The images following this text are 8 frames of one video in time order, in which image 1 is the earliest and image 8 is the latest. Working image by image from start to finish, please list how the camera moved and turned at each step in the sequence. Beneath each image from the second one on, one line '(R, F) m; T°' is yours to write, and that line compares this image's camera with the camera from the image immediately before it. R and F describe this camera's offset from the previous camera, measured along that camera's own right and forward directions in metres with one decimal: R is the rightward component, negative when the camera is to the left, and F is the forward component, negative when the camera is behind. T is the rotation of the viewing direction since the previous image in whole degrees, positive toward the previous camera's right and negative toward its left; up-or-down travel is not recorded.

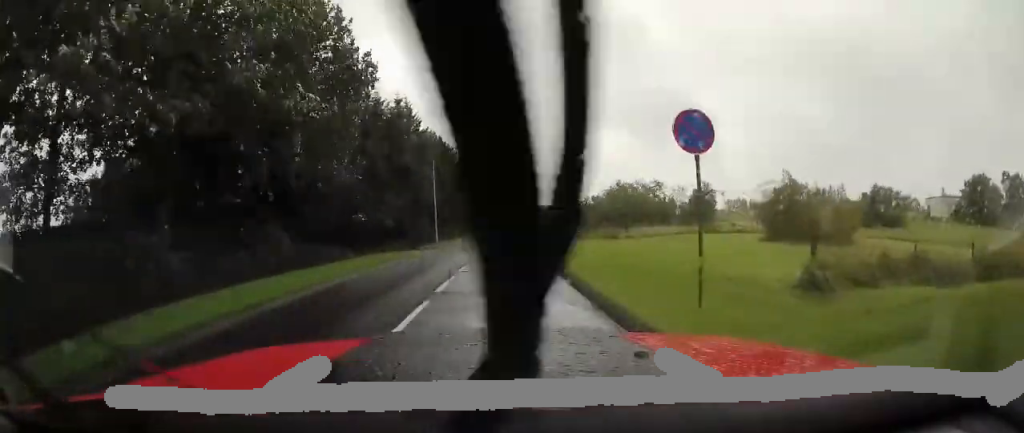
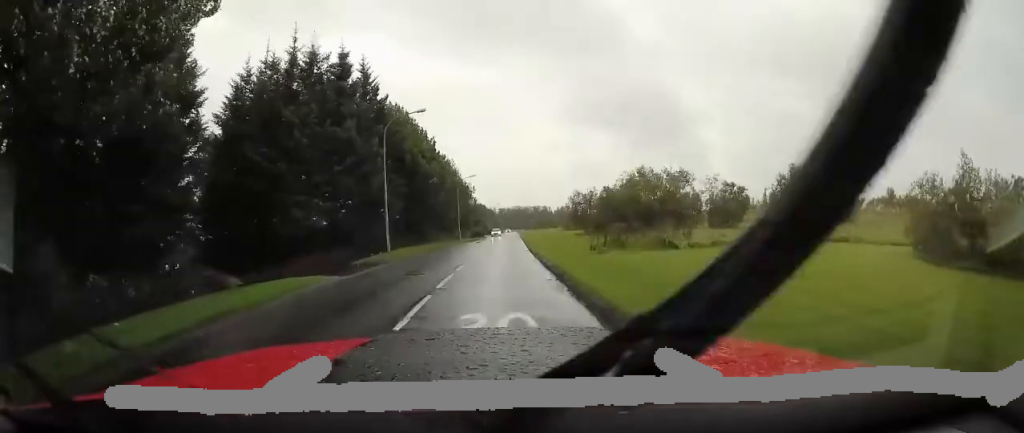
(+0.2, +11.0) m; +1°
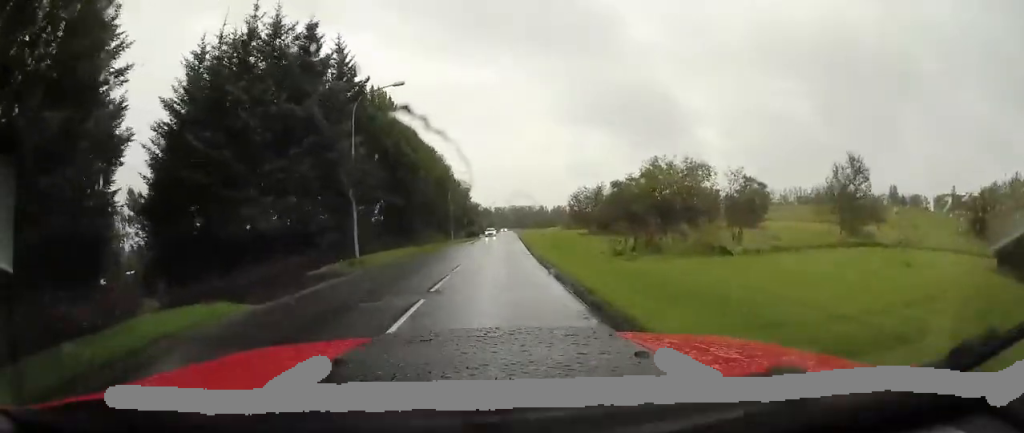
(0.0, +4.4) m; 0°
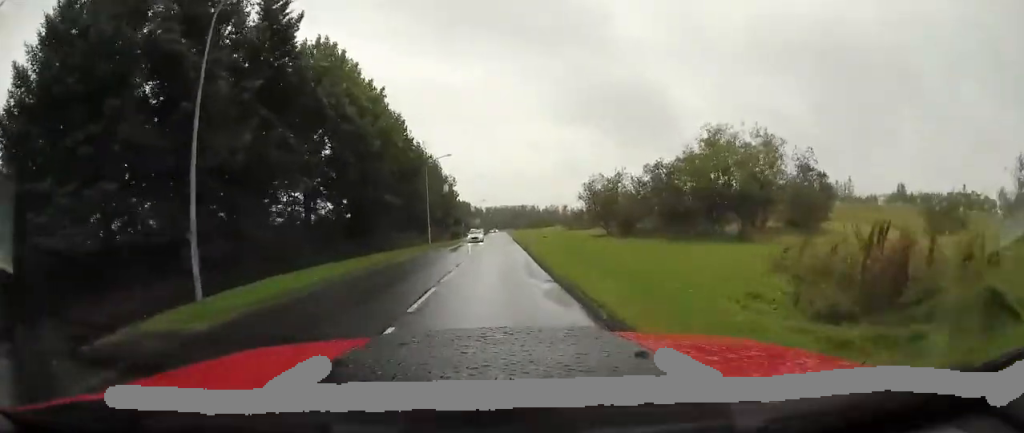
(0.0, +9.8) m; +1°
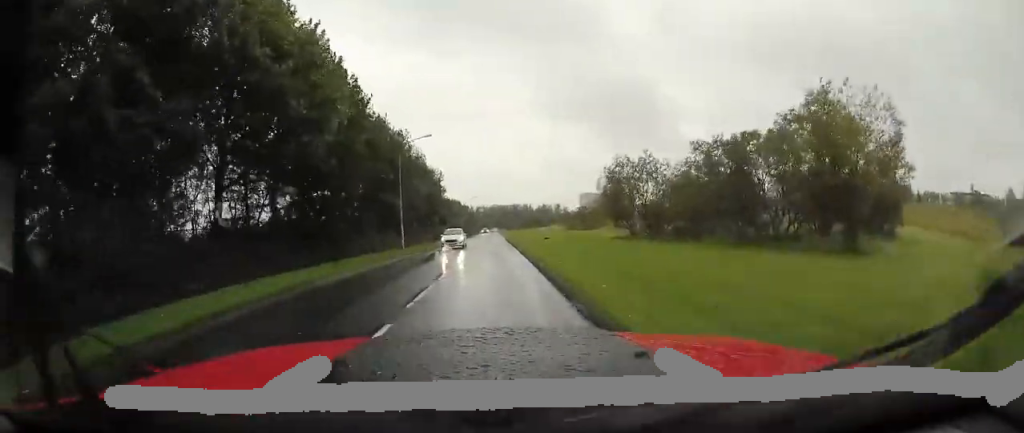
(+0.2, +7.6) m; +1°
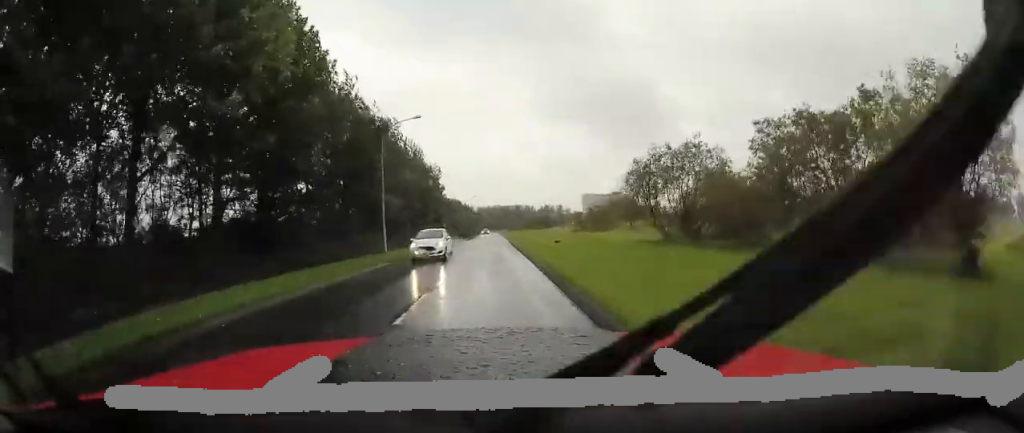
(0.0, +5.1) m; 0°
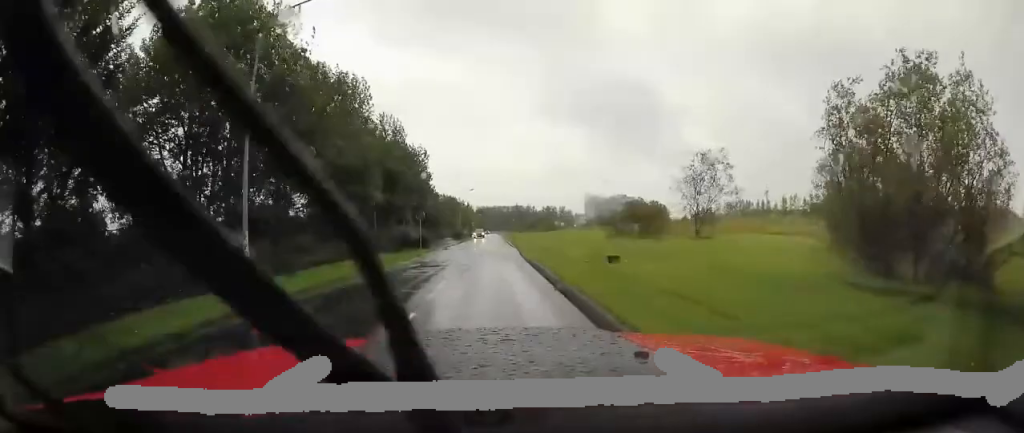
(0.0, +13.7) m; +1°
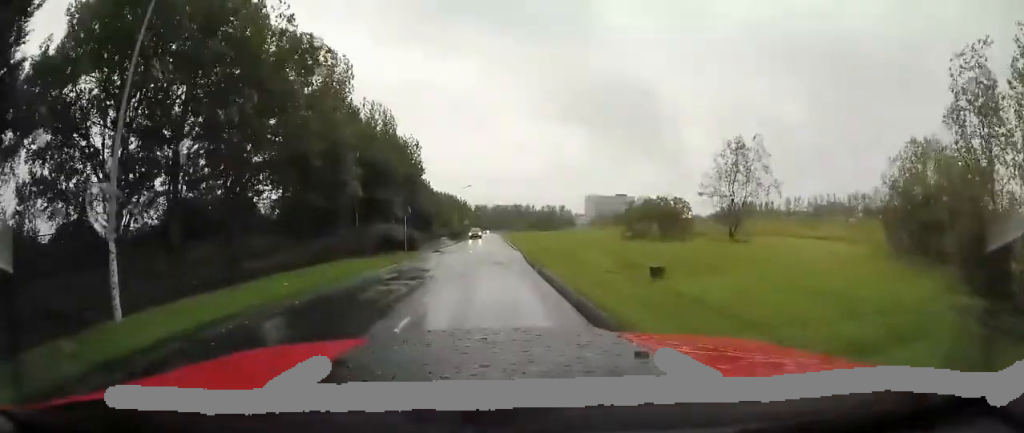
(0.0, +4.5) m; +1°
